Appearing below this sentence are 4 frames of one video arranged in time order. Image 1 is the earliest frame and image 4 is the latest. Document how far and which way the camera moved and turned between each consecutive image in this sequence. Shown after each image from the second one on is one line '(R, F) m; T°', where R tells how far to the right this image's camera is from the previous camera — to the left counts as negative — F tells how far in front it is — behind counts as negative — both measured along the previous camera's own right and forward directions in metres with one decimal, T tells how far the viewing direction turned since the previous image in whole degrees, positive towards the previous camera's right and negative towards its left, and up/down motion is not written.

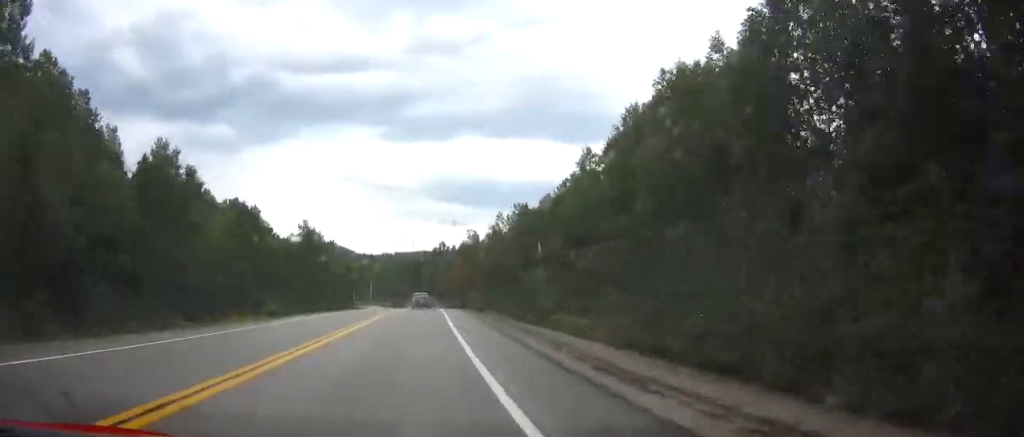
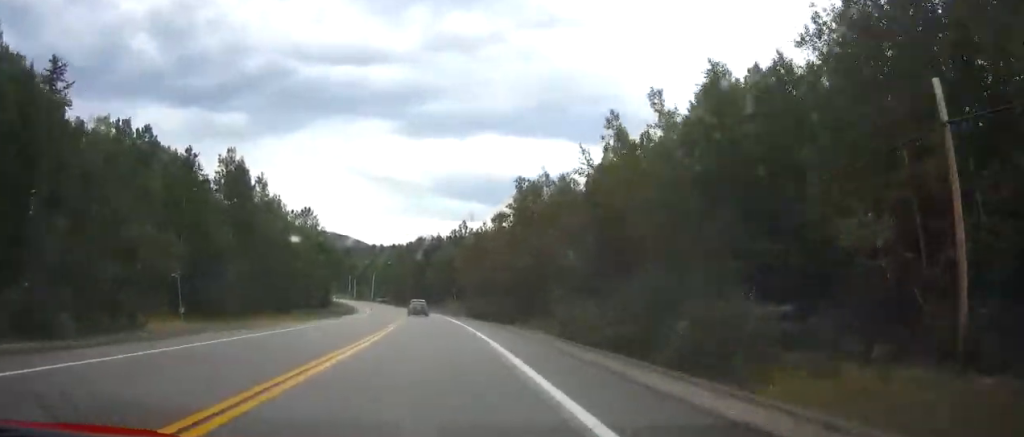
(+0.2, +50.1) m; 0°
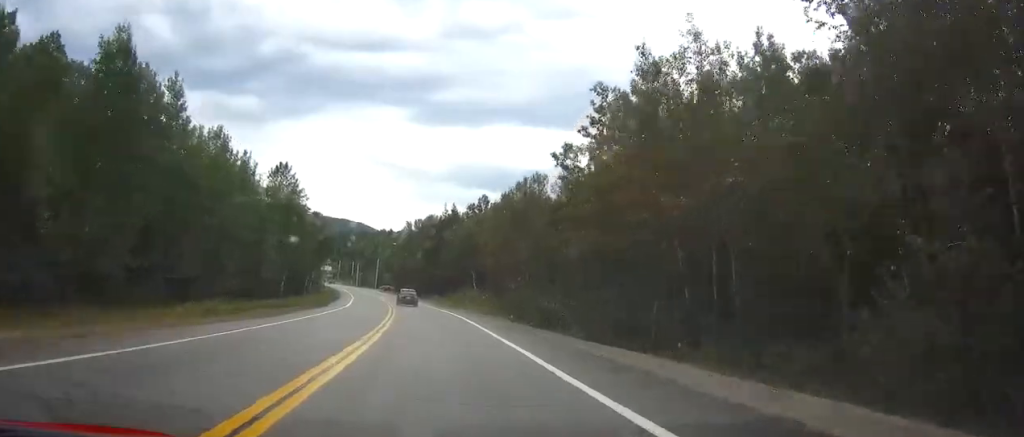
(-0.2, +27.7) m; -1°
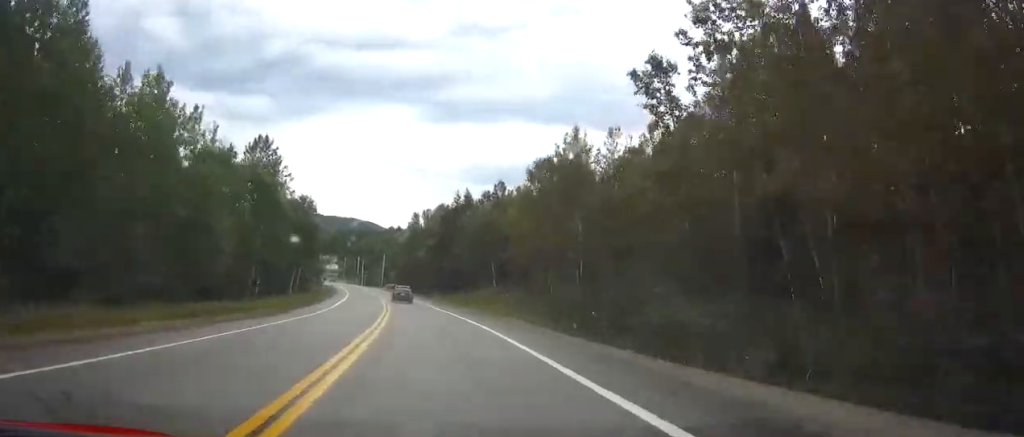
(0.0, +15.2) m; -1°
